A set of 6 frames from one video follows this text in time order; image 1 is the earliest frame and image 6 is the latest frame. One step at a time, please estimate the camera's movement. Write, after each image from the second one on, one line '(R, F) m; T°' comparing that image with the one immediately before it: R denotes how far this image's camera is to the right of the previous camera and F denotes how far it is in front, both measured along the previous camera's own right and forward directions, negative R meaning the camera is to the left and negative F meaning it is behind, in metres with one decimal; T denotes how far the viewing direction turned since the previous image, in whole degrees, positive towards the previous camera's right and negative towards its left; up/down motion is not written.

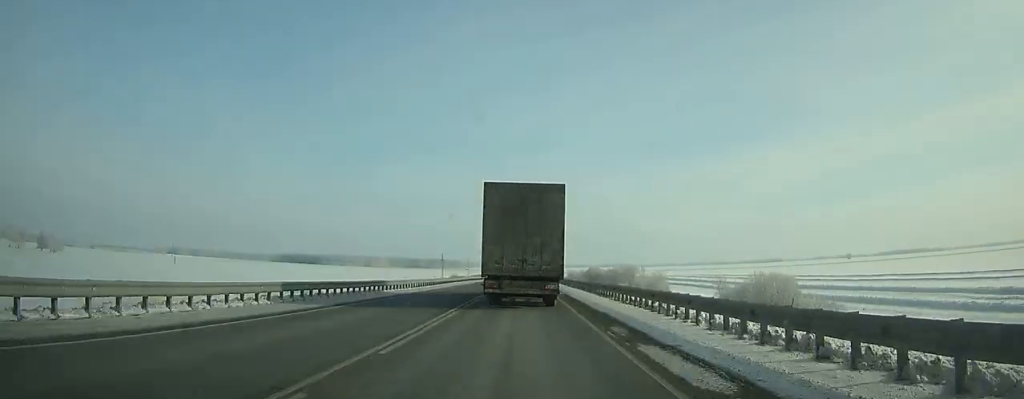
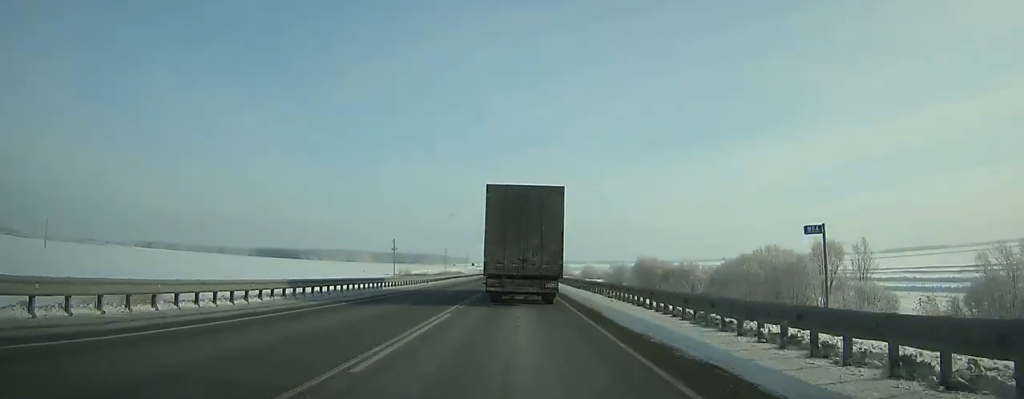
(-0.1, +109.8) m; 0°
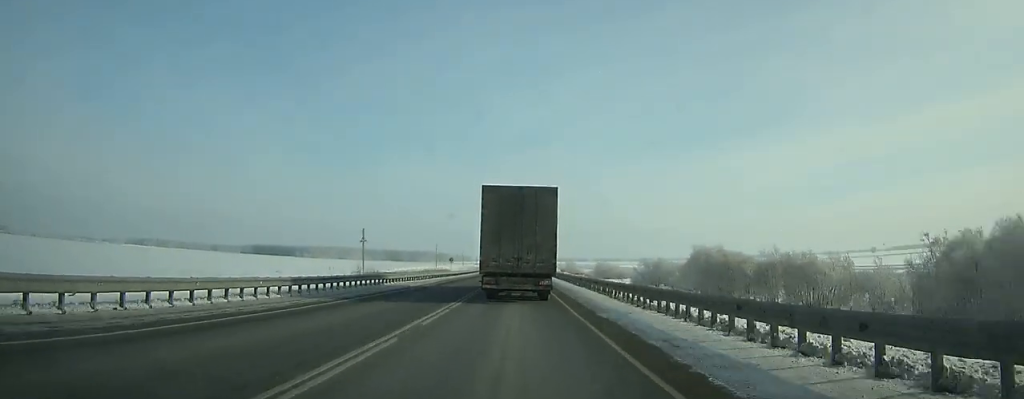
(-0.2, +42.2) m; 0°
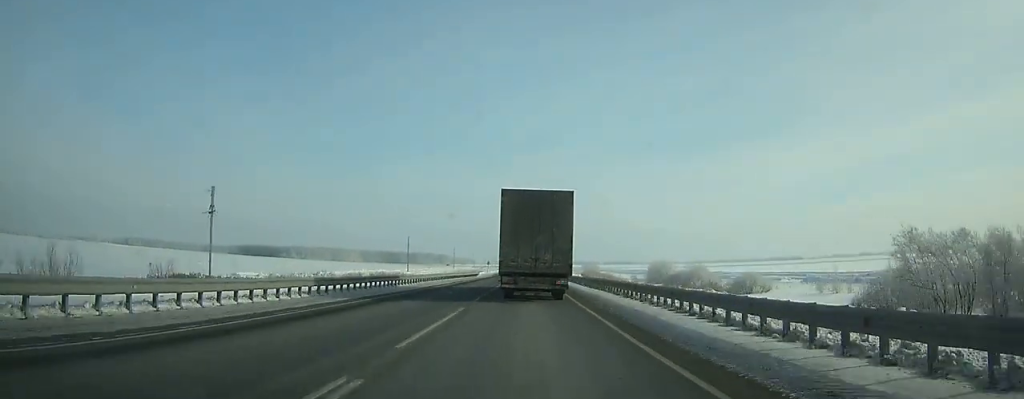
(+0.1, +86.9) m; 0°
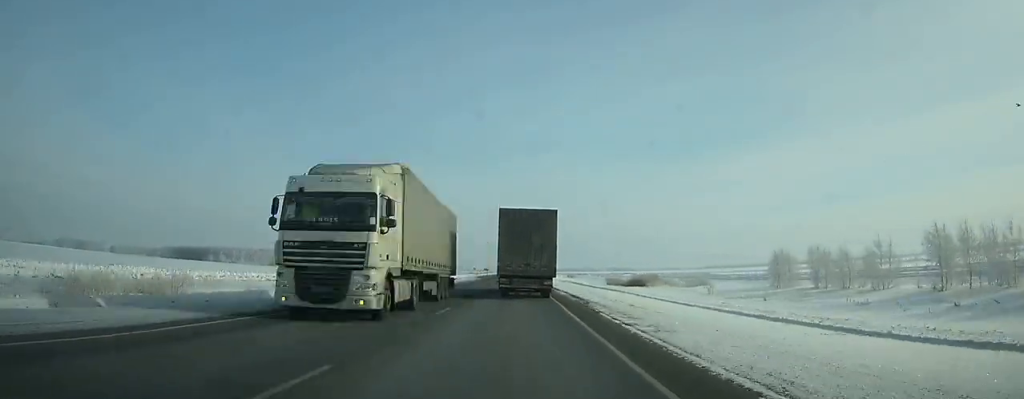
(+1.3, +257.6) m; 0°
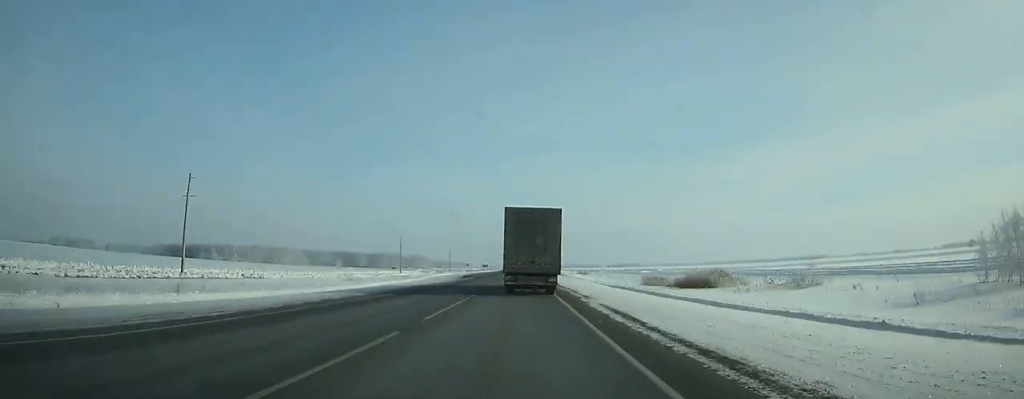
(0.0, +37.5) m; 0°
